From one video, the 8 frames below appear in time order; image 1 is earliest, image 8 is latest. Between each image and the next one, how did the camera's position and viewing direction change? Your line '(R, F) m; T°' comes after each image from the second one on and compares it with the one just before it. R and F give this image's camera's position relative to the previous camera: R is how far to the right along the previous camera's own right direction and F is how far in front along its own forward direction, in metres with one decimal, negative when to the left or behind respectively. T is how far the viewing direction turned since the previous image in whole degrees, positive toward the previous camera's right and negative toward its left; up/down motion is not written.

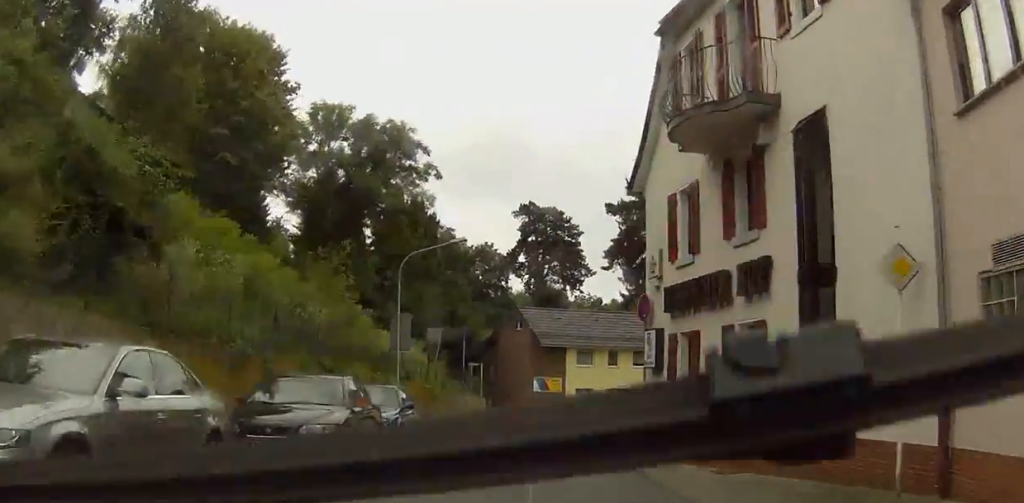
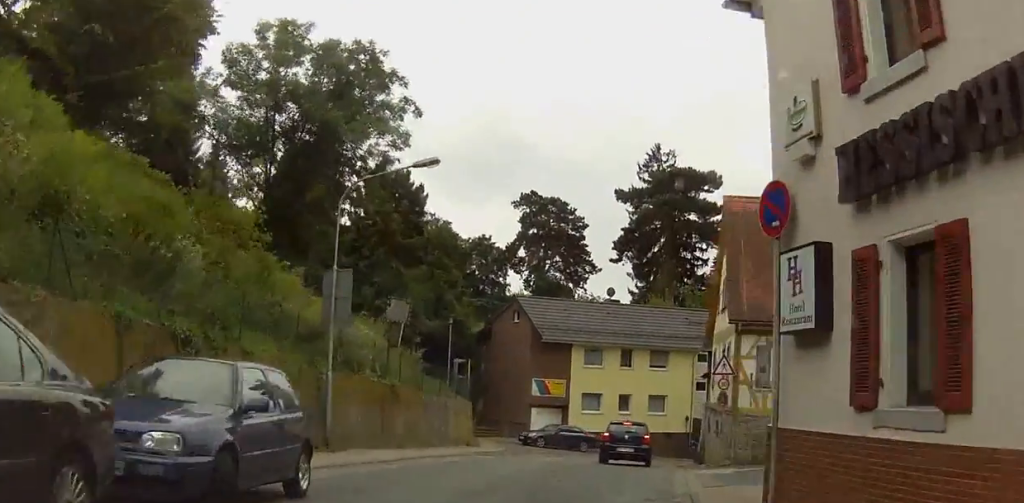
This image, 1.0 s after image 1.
(+0.1, +10.1) m; +1°
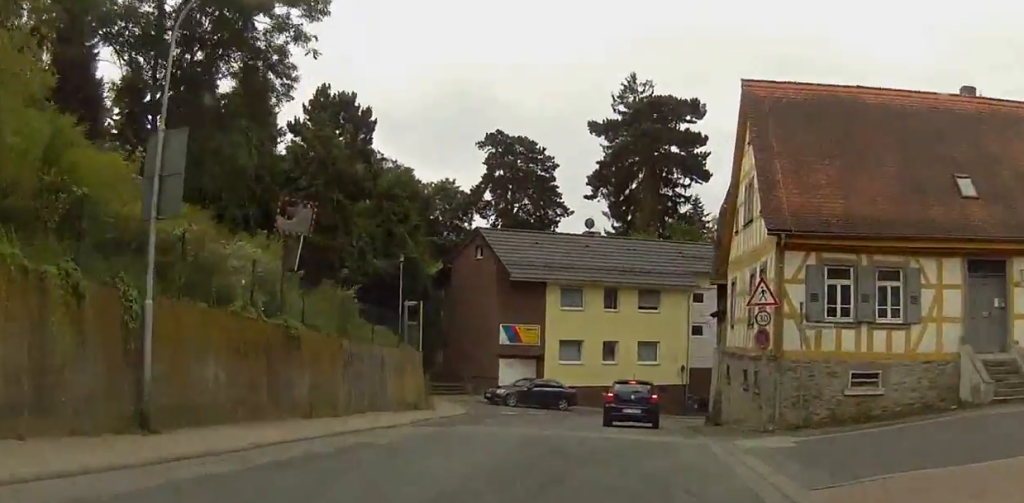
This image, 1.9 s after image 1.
(+0.1, +8.3) m; +2°
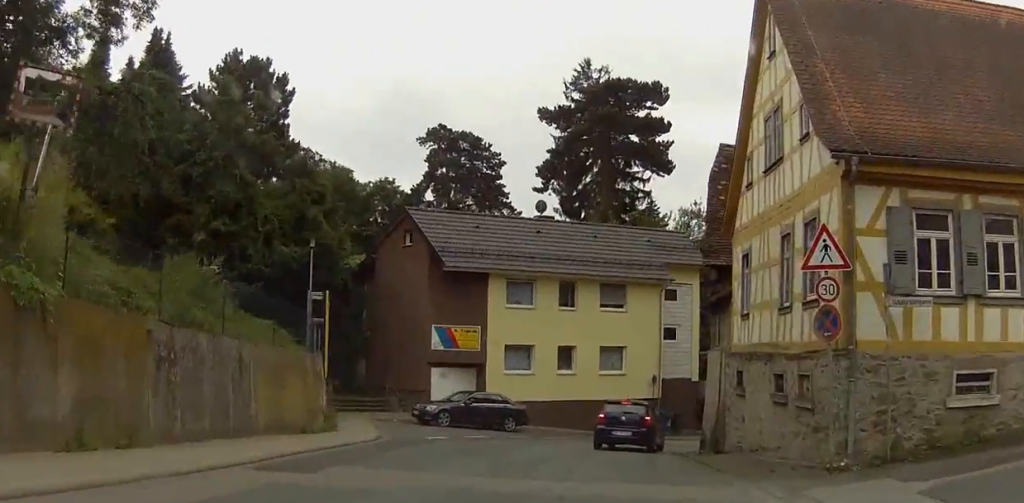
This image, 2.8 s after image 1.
(+0.2, +8.2) m; +3°
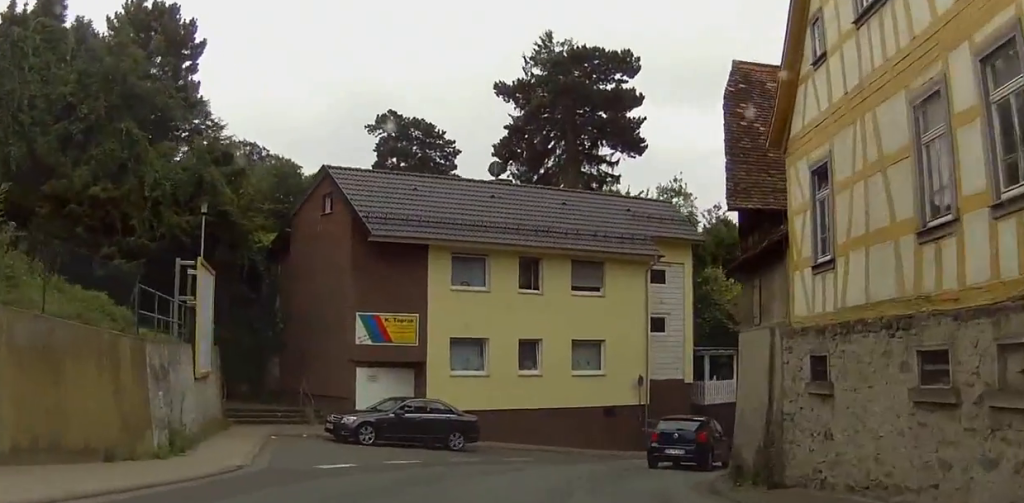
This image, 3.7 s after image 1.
(+0.3, +8.4) m; +2°
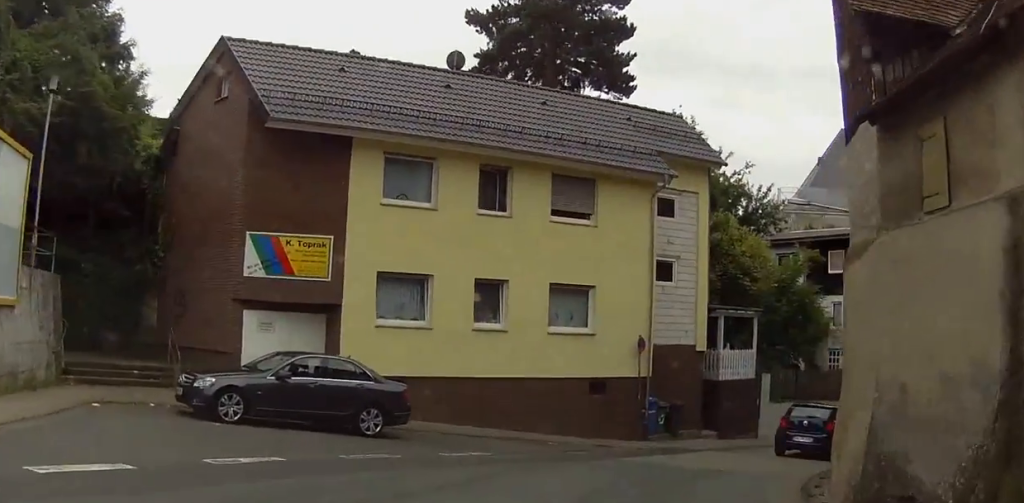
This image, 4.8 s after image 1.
(0.0, +9.2) m; +3°
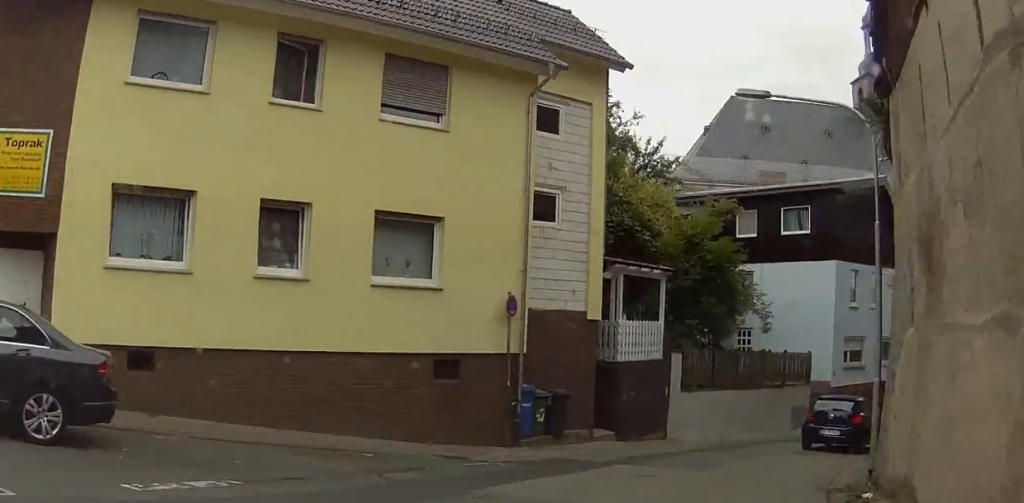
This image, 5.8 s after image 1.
(+0.4, +8.7) m; +8°
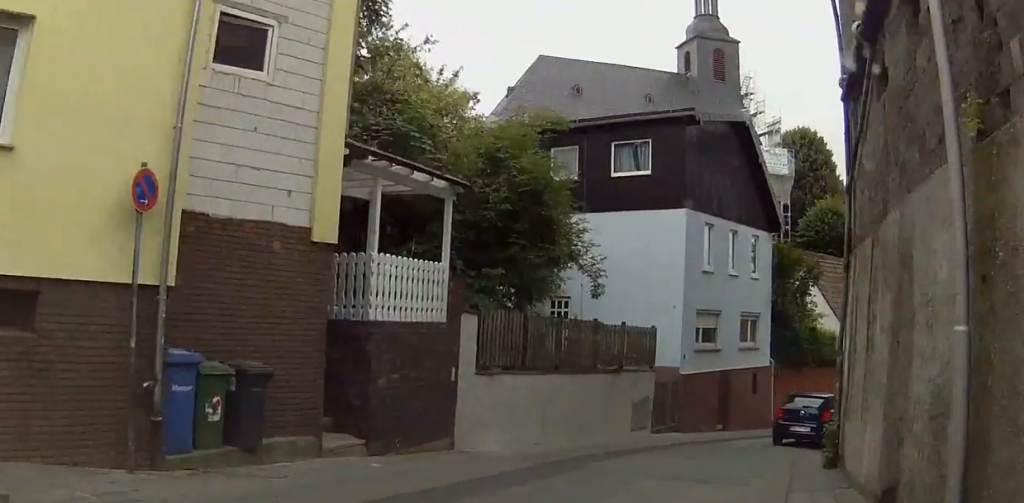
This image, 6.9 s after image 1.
(+1.0, +10.3) m; +10°
